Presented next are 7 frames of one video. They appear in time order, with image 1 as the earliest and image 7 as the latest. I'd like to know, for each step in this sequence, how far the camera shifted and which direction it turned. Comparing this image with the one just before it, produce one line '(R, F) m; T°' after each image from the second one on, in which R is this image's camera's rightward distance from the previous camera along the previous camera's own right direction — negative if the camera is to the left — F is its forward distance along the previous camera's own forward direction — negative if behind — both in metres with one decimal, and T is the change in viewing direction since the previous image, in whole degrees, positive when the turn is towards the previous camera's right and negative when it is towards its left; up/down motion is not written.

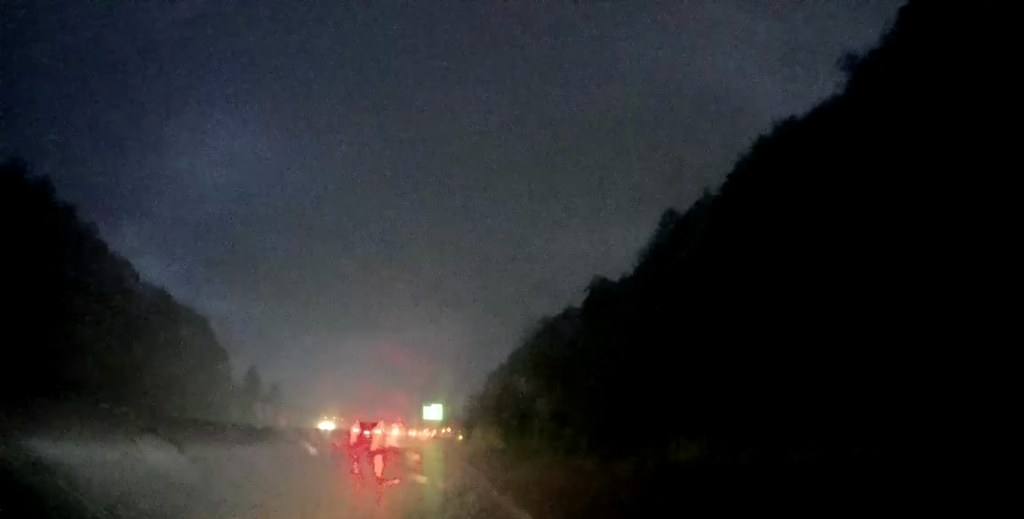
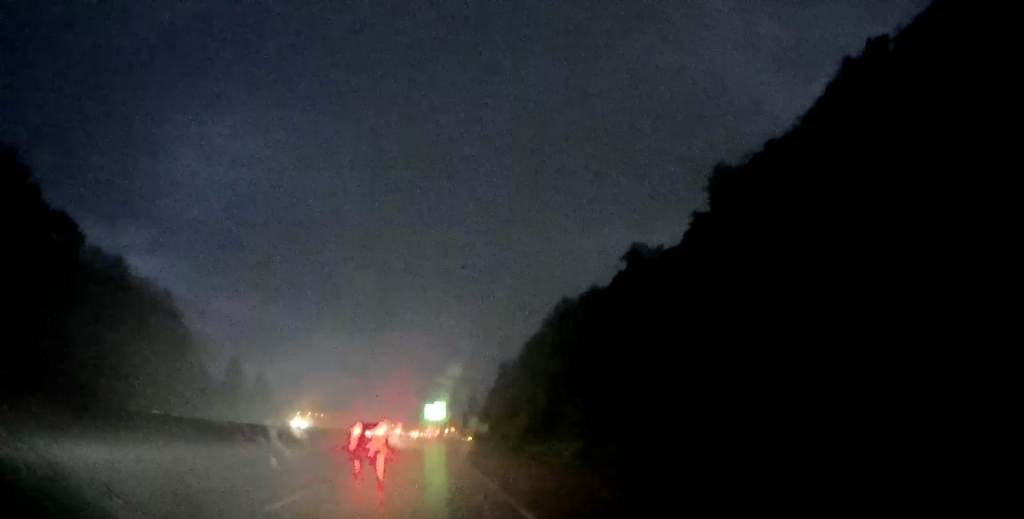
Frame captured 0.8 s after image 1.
(0.0, +19.4) m; 0°
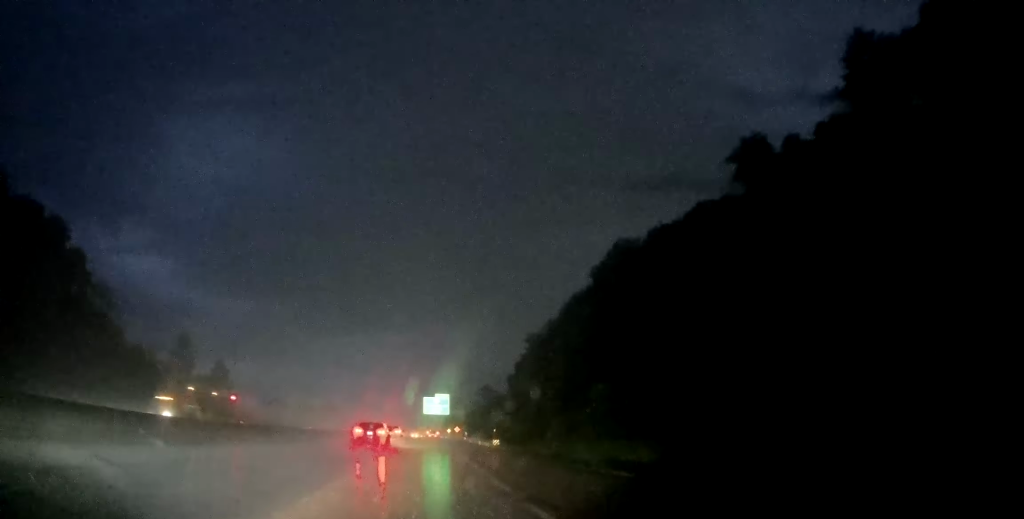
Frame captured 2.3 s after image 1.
(-0.5, +35.4) m; -1°
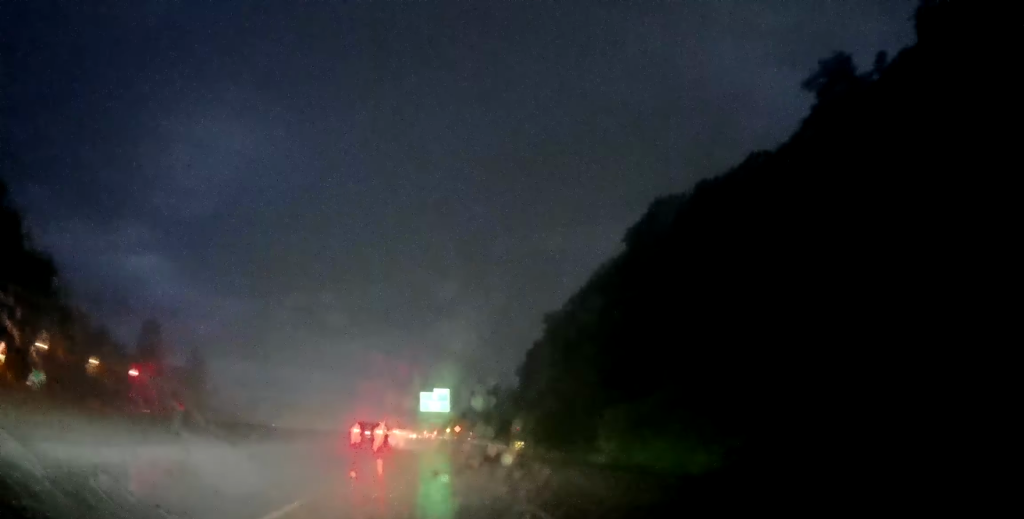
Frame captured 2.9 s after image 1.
(0.0, +15.1) m; 0°
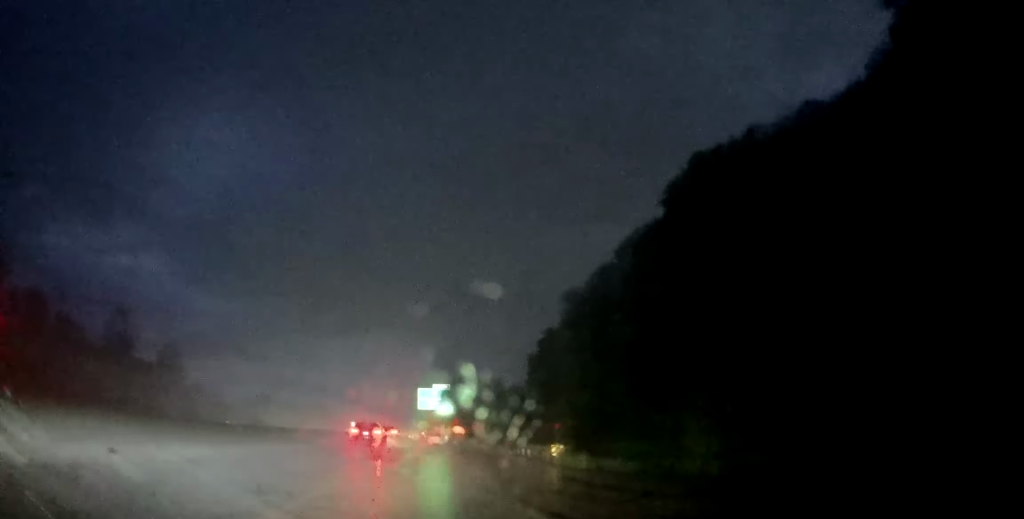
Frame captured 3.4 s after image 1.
(+0.1, +11.7) m; +1°
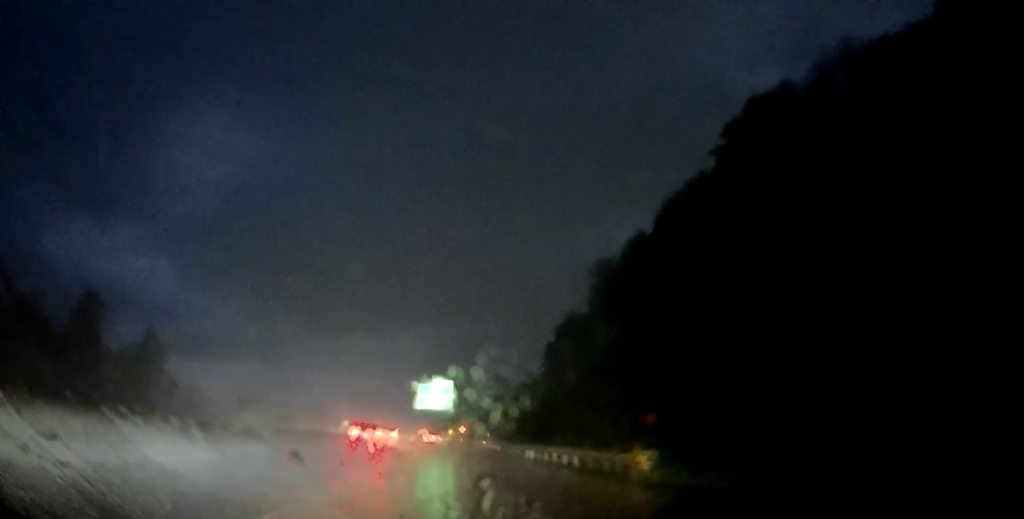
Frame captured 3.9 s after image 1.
(+0.1, +10.8) m; 0°
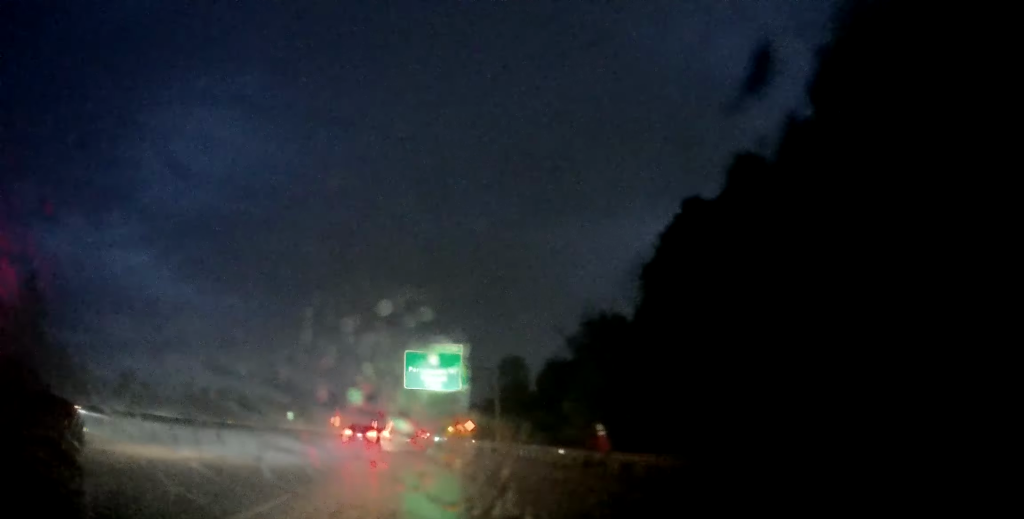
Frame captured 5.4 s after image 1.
(-0.2, +36.0) m; 0°
